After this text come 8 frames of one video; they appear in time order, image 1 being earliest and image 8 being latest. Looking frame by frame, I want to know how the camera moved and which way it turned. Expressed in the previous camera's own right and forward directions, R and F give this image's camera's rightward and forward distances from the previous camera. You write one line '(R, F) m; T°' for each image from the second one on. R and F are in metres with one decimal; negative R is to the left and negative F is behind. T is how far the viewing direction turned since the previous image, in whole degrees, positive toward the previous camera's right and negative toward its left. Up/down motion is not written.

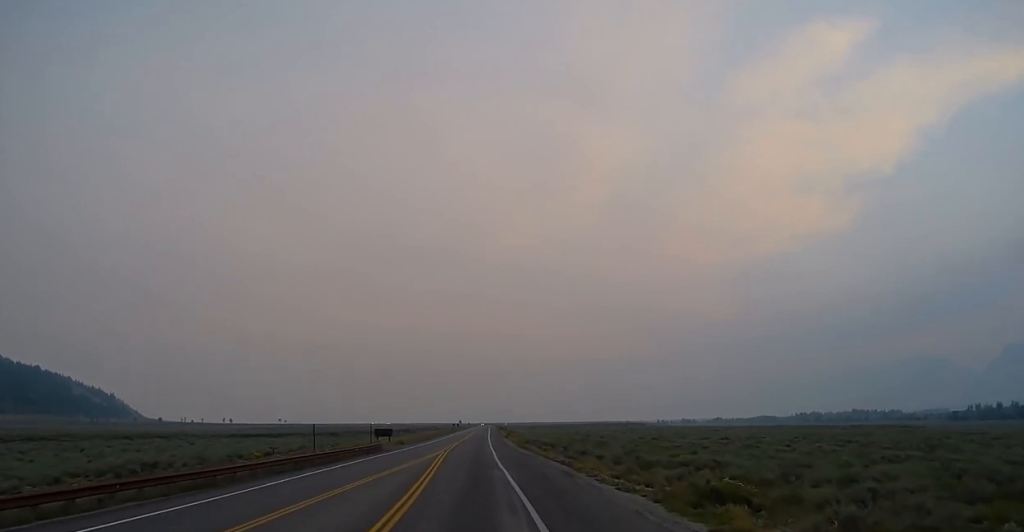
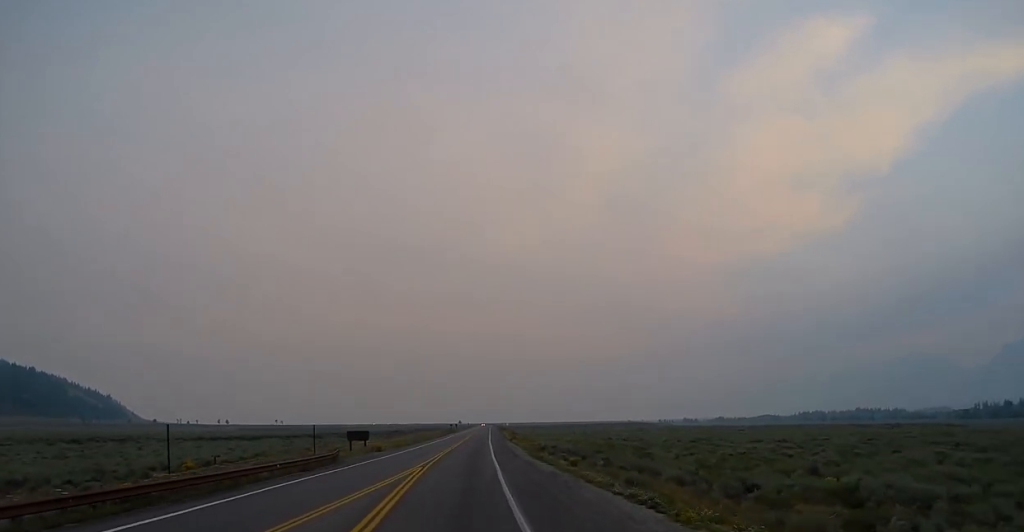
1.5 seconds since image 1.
(-0.5, +18.7) m; -1°
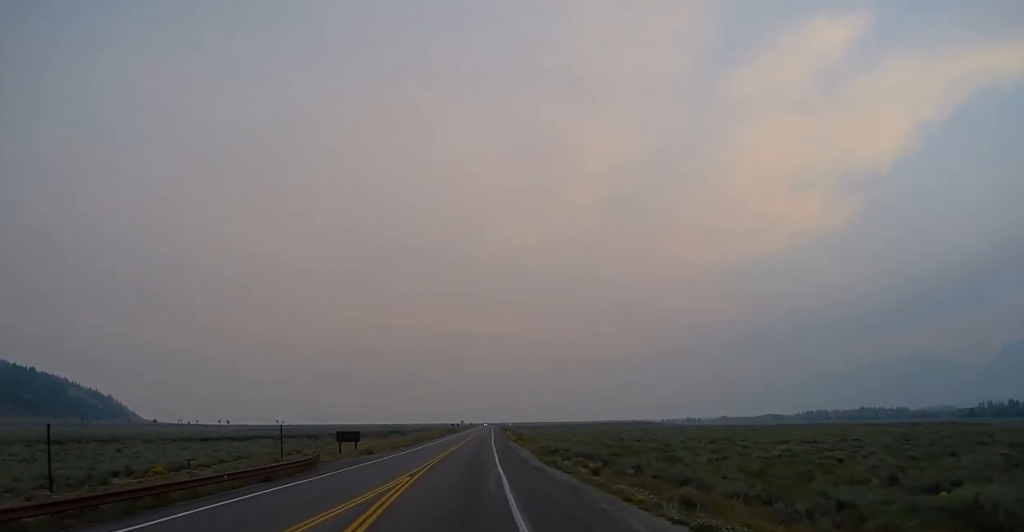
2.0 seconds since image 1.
(+0.1, +6.9) m; 0°
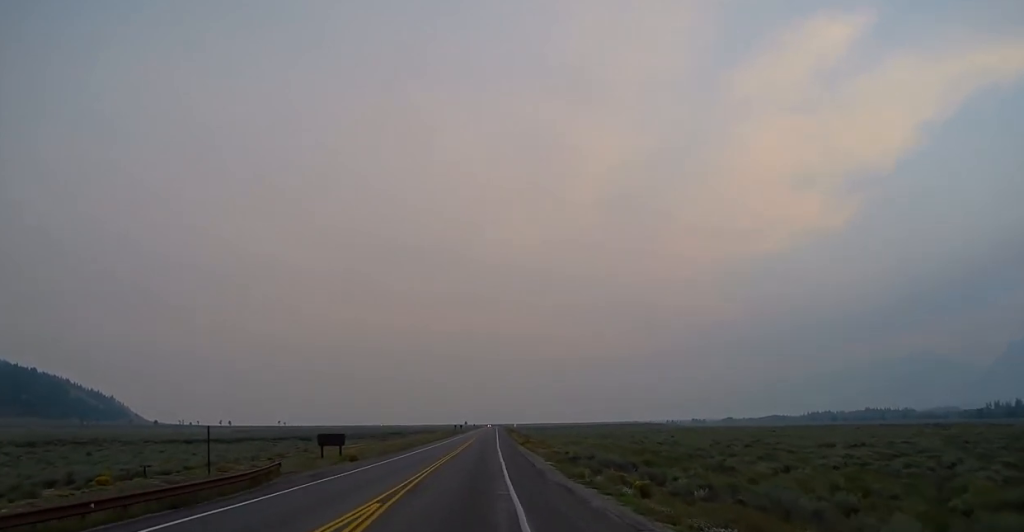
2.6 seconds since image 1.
(+0.1, +9.2) m; 0°
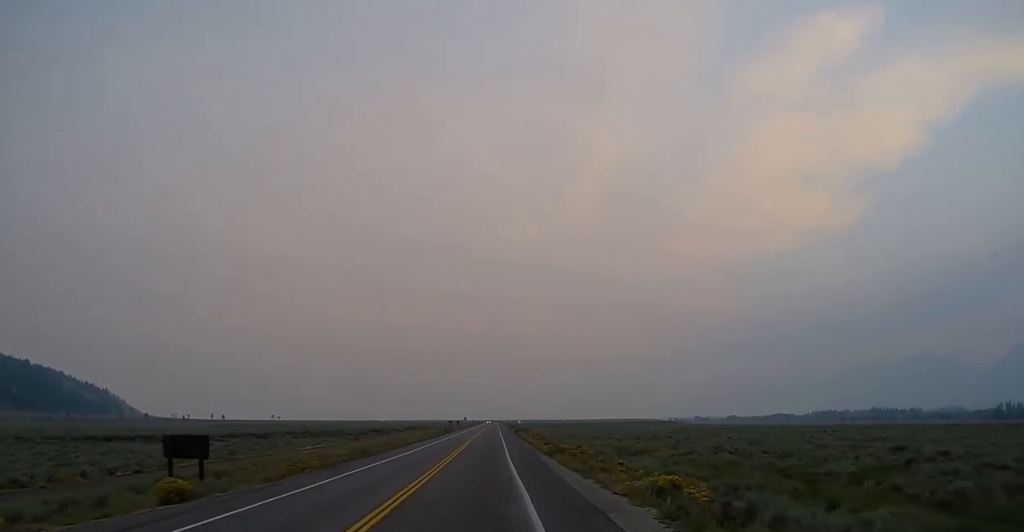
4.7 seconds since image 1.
(-0.2, +28.2) m; 0°
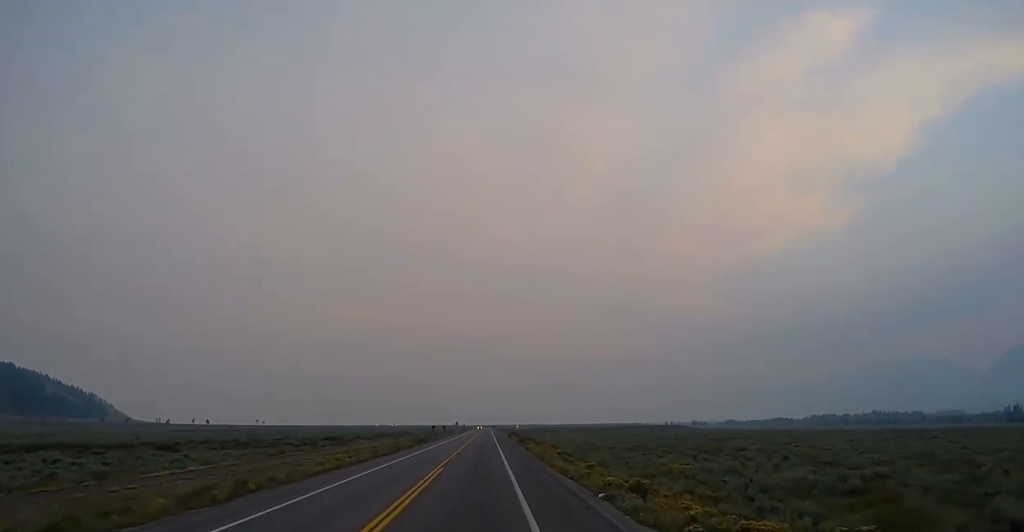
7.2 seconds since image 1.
(+0.6, +35.5) m; 0°
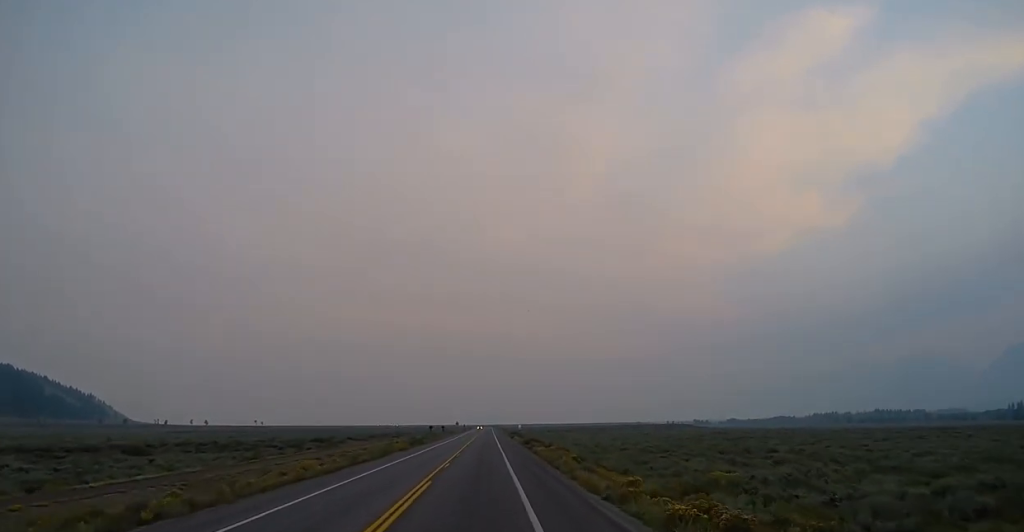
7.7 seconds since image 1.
(0.0, +8.3) m; 0°
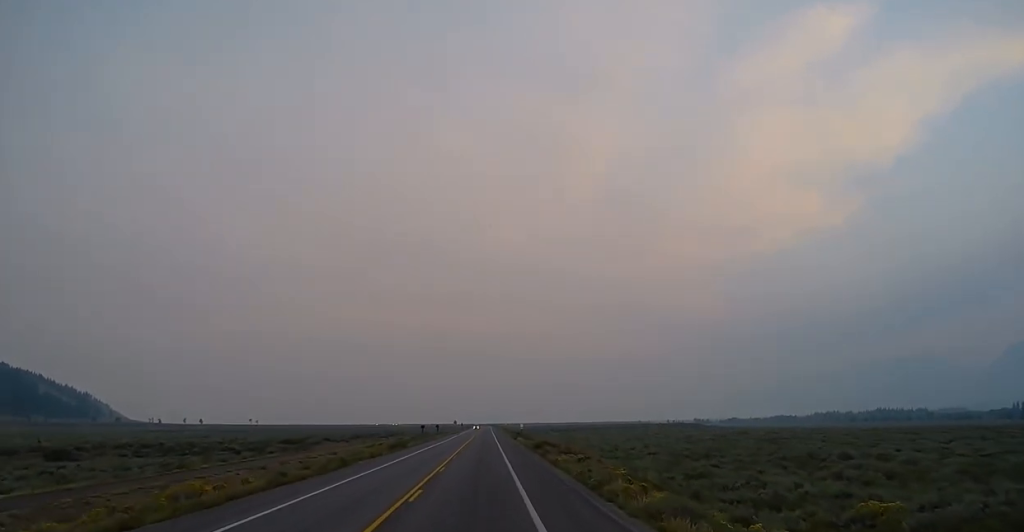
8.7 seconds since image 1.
(0.0, +15.6) m; 0°
